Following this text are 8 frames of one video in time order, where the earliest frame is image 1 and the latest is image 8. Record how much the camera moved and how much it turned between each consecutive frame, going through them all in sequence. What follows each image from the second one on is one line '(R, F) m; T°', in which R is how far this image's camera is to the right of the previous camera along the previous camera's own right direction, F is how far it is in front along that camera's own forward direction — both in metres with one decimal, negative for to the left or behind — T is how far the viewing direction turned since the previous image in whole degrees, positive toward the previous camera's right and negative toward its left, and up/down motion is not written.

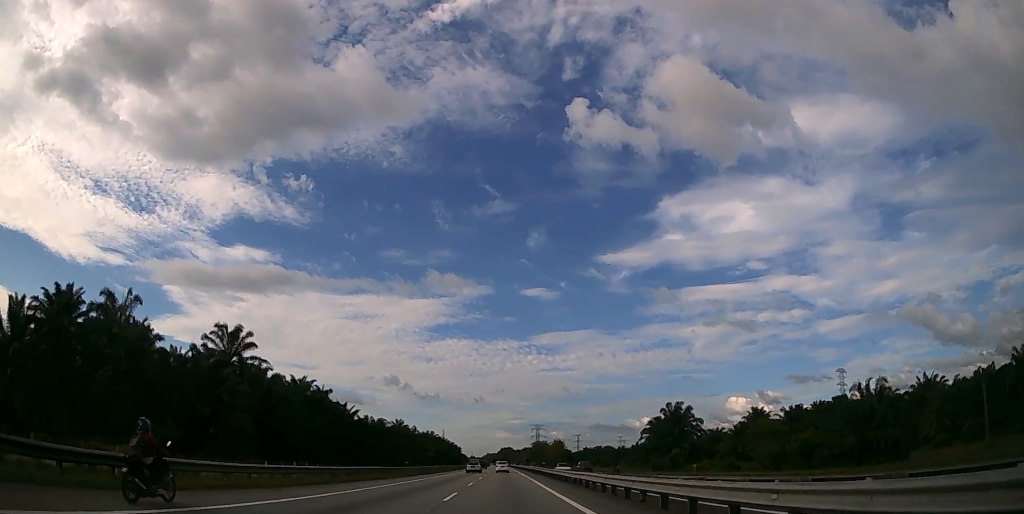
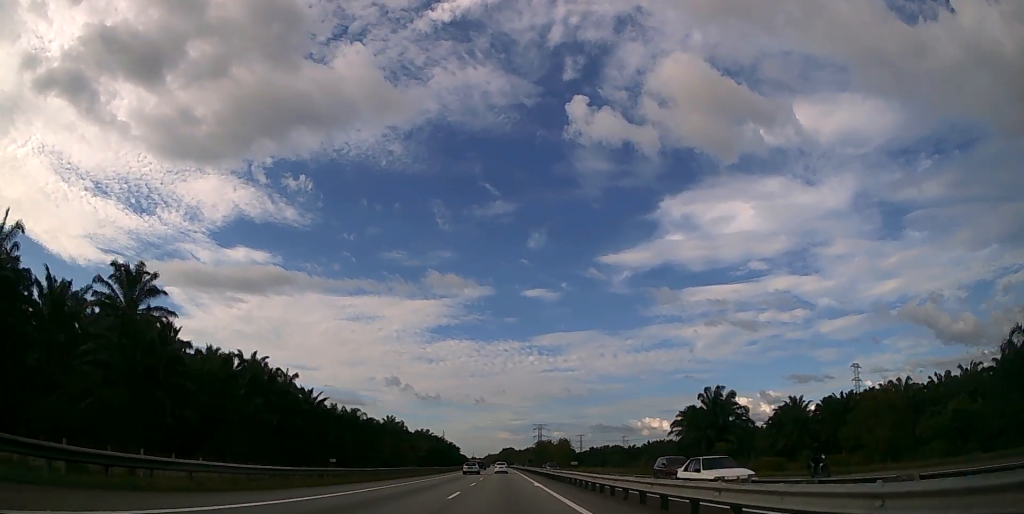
(0.0, +21.1) m; 0°
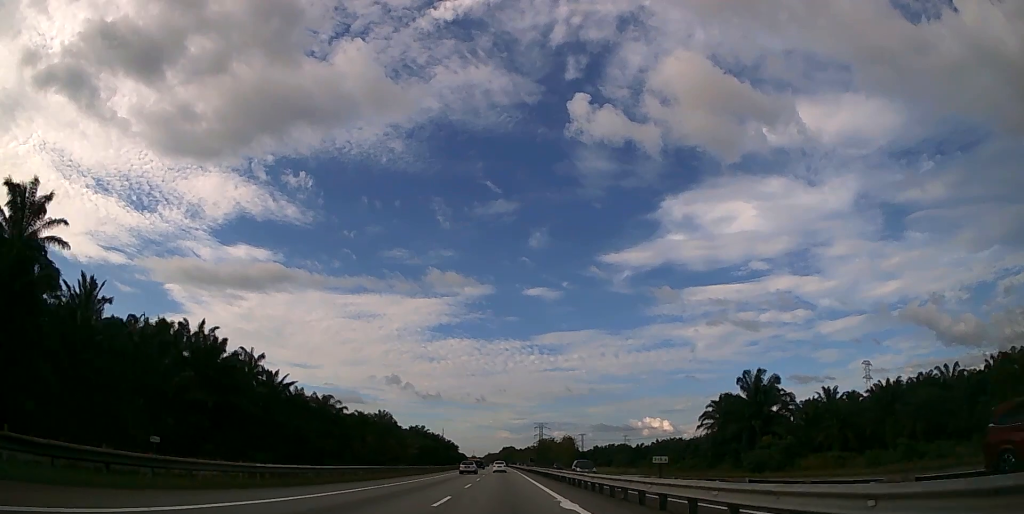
(0.0, +15.5) m; 0°
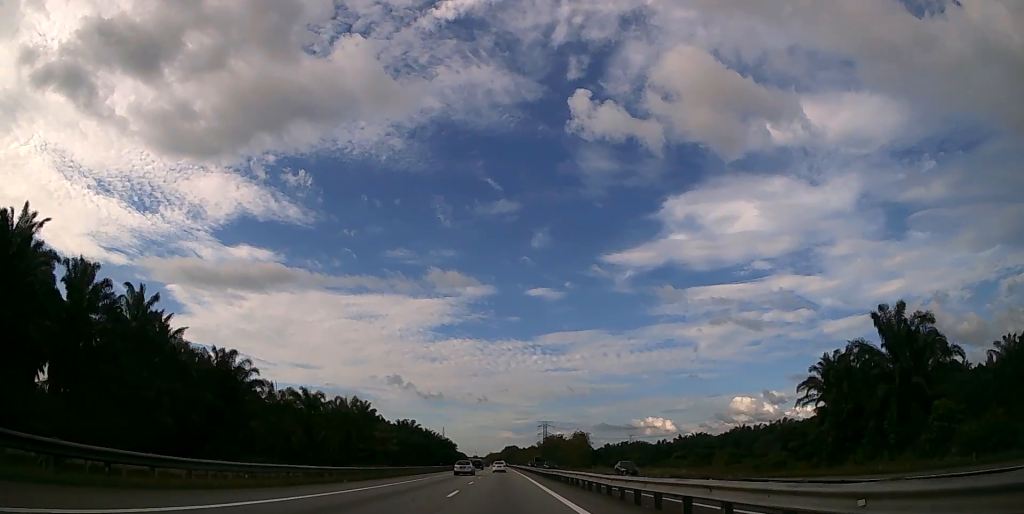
(0.0, +31.2) m; 0°
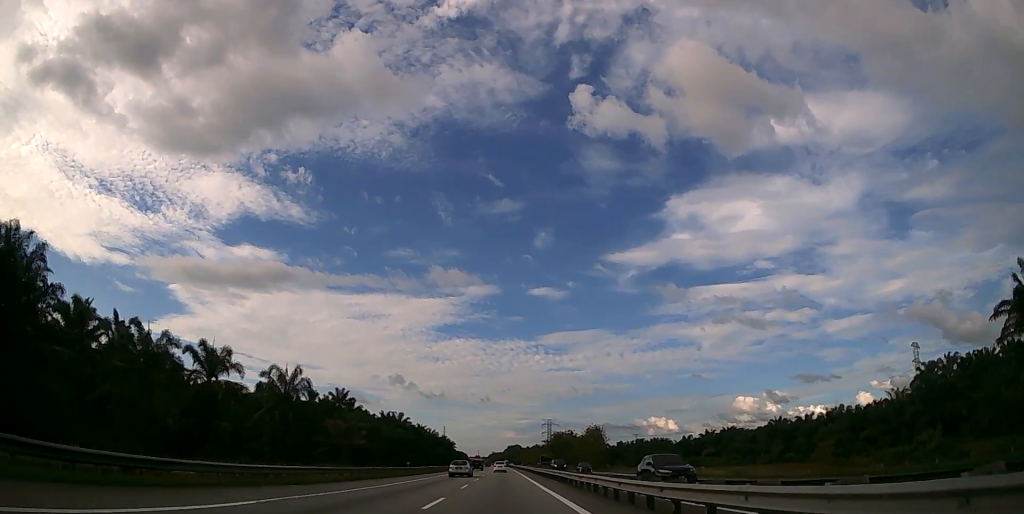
(-0.1, +28.9) m; 0°
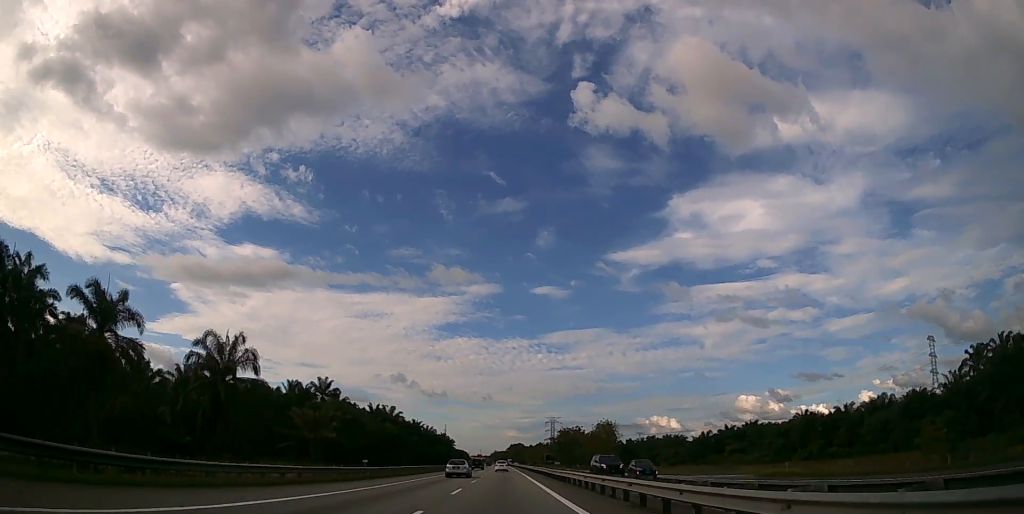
(0.0, +17.0) m; 0°
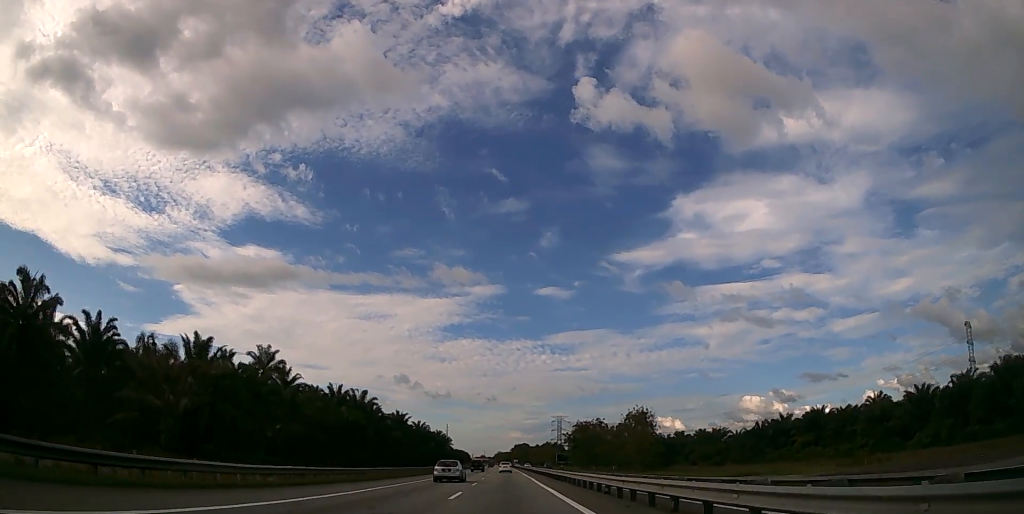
(-0.1, +37.7) m; 0°
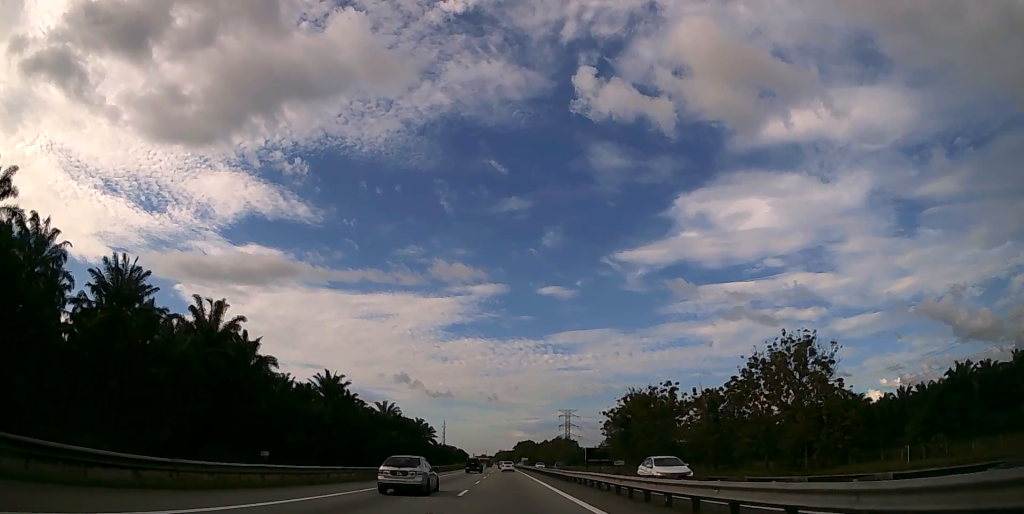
(-0.4, +70.5) m; 0°
